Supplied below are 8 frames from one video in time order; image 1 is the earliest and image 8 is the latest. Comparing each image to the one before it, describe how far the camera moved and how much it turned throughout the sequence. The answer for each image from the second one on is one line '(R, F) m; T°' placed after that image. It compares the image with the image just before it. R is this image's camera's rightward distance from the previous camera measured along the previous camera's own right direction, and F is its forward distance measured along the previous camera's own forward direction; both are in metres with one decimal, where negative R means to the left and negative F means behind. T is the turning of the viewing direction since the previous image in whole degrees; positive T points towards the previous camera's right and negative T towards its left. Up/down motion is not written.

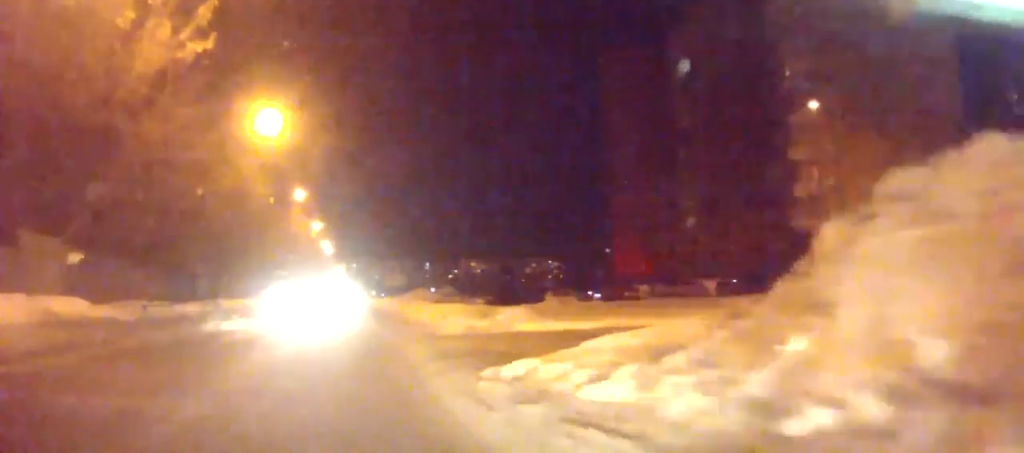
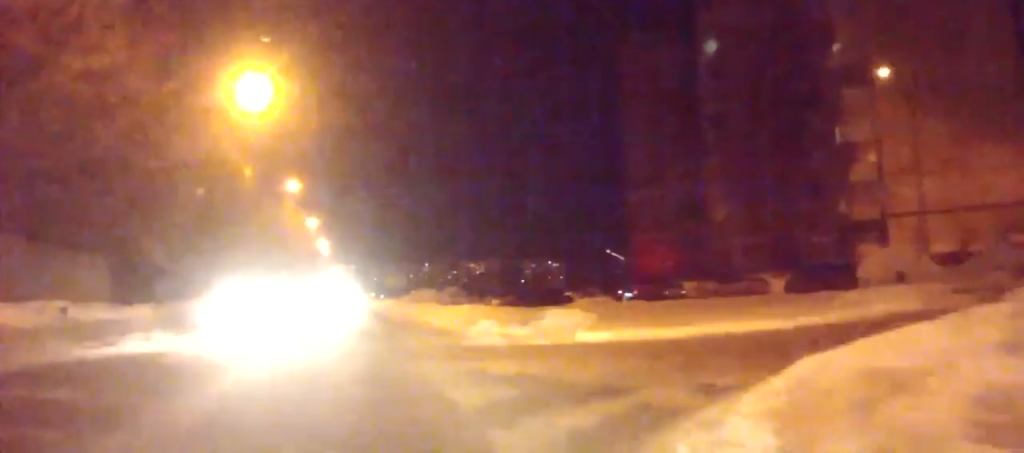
(0.0, +8.2) m; 0°
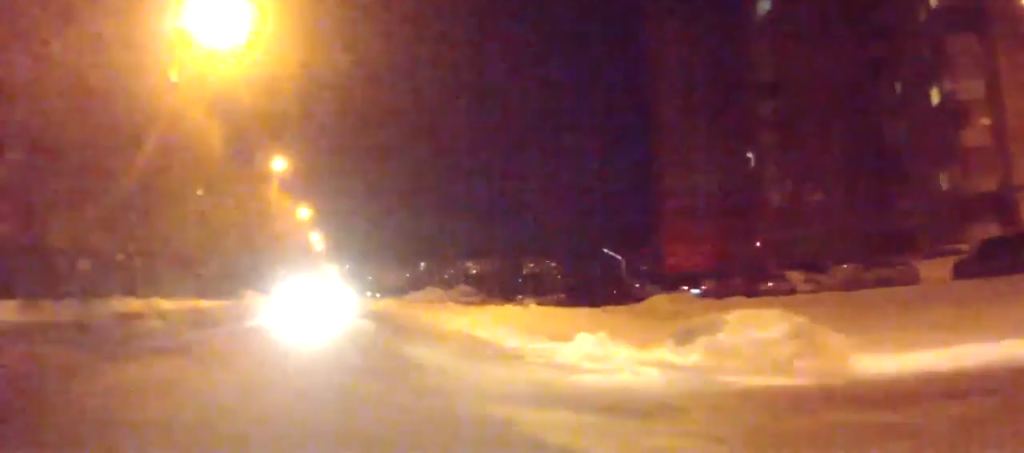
(0.0, +13.0) m; +2°
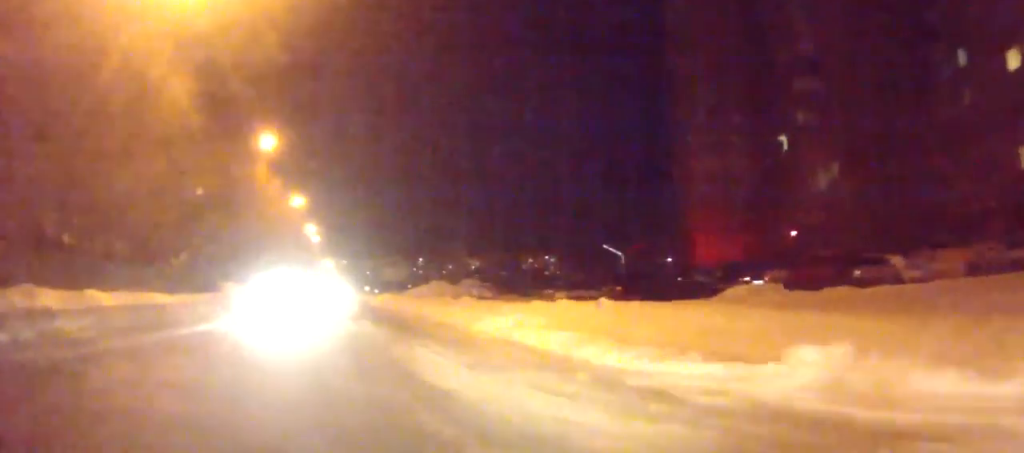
(+0.3, +8.3) m; 0°
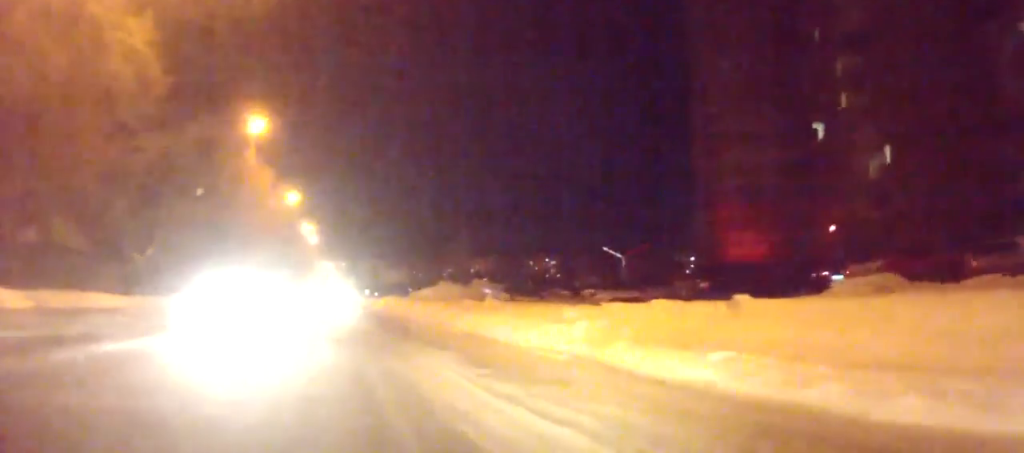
(0.0, +7.3) m; 0°
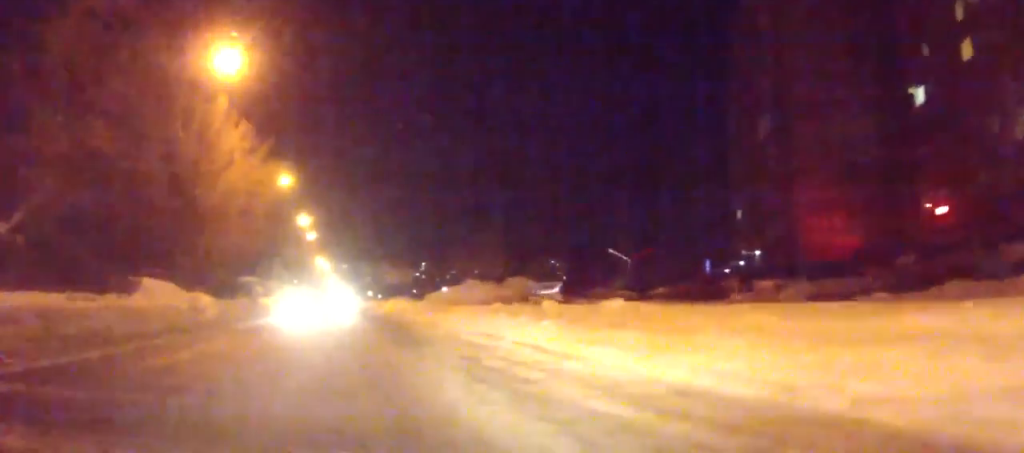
(-0.3, +15.8) m; -2°
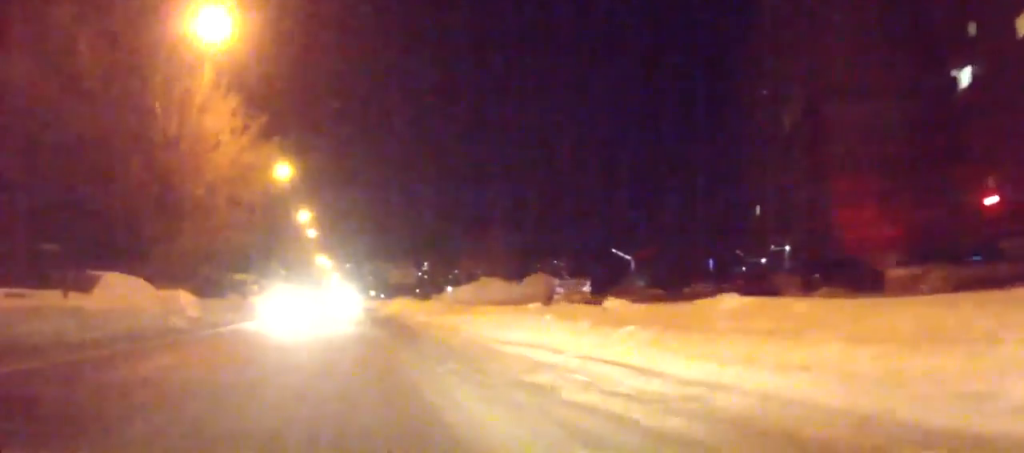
(+0.1, +5.8) m; -1°
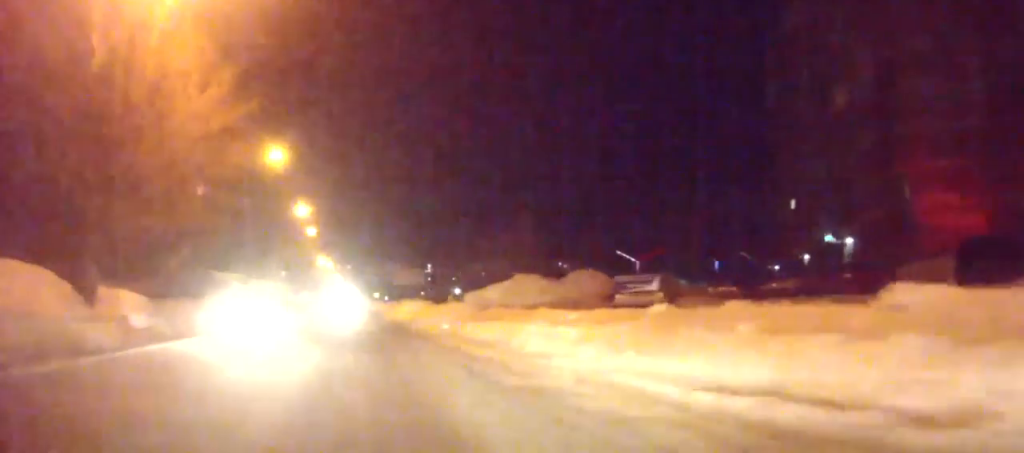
(-0.2, +10.0) m; -1°
